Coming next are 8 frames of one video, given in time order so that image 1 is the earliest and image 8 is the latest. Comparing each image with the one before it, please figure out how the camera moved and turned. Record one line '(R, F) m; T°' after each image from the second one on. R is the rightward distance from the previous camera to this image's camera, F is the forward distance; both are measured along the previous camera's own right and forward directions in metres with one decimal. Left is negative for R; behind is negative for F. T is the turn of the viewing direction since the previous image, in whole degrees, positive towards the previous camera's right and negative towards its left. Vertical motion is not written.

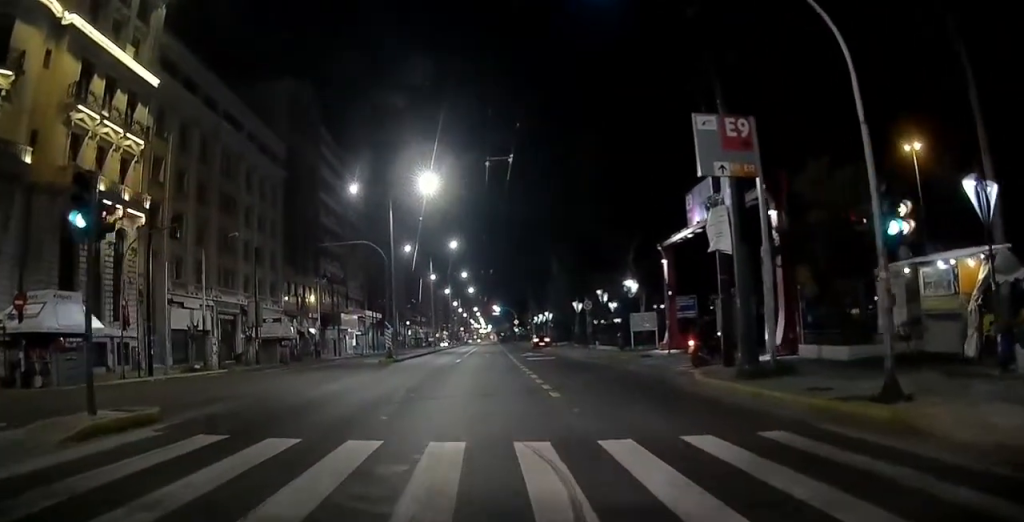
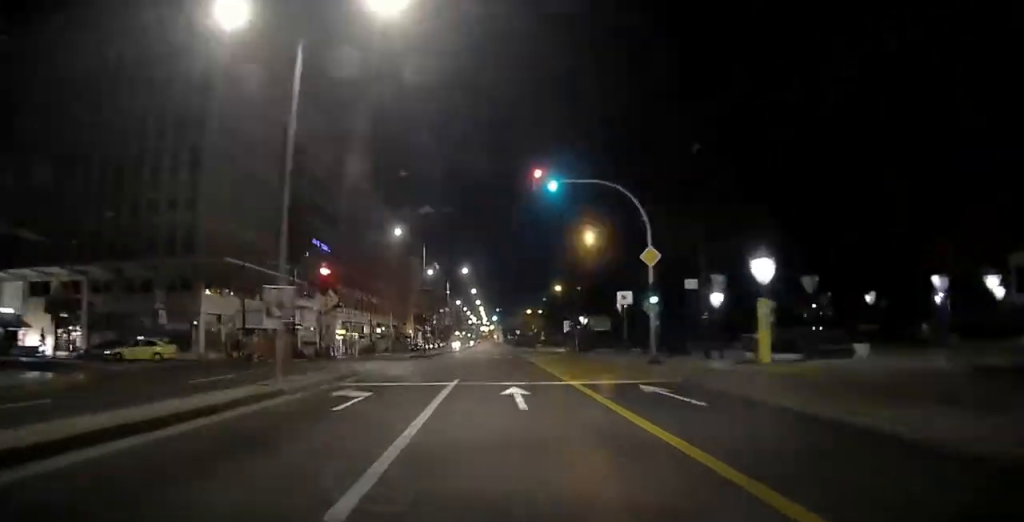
(-4.1, +124.5) m; -2°
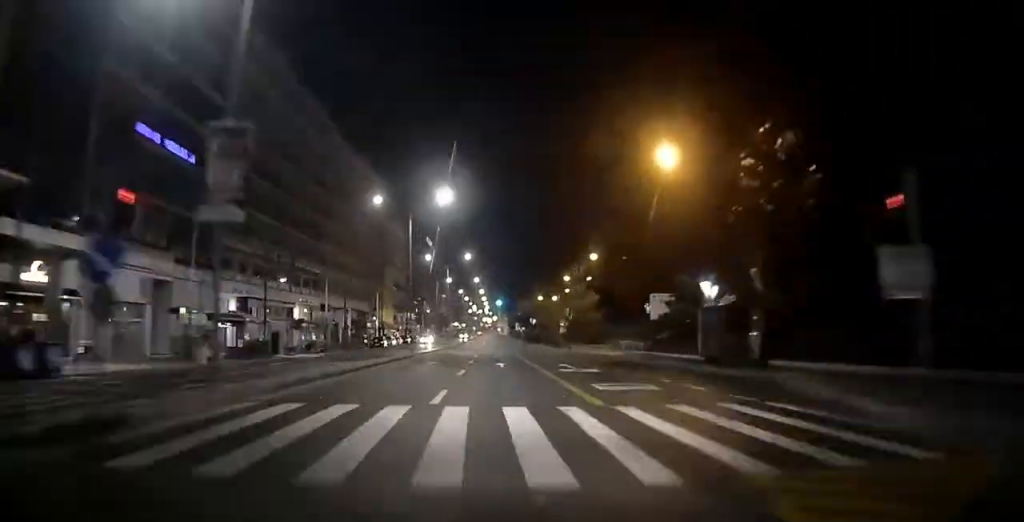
(+0.1, +41.8) m; 0°
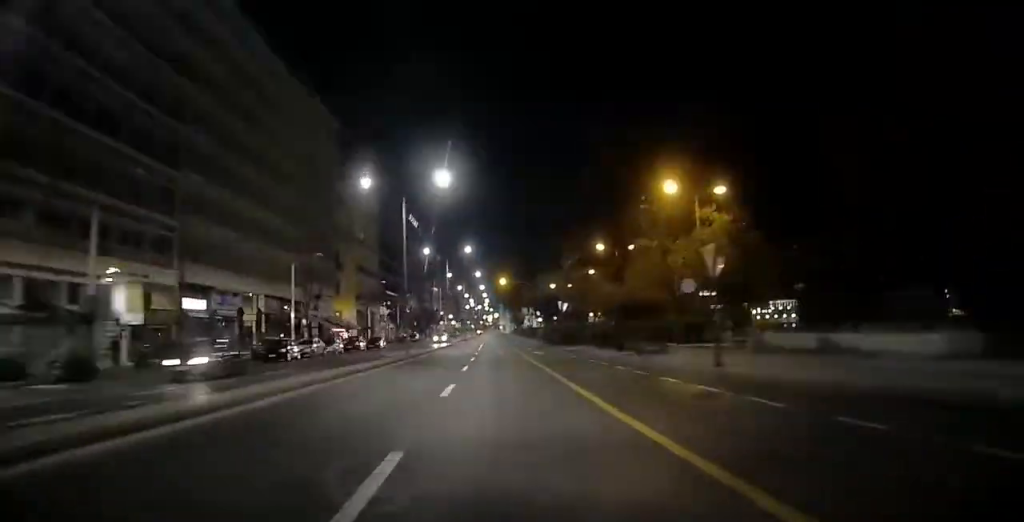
(0.0, +37.6) m; 0°
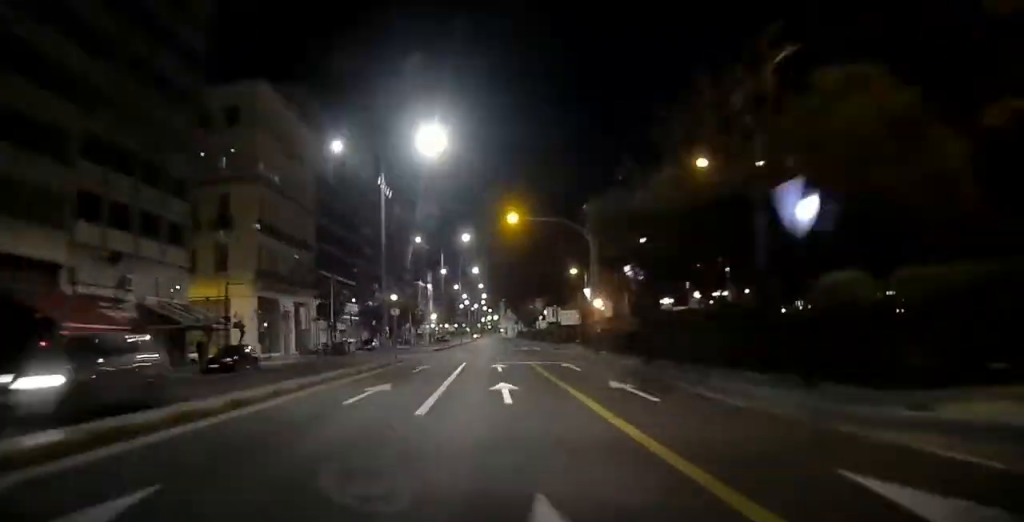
(0.0, +38.9) m; 0°
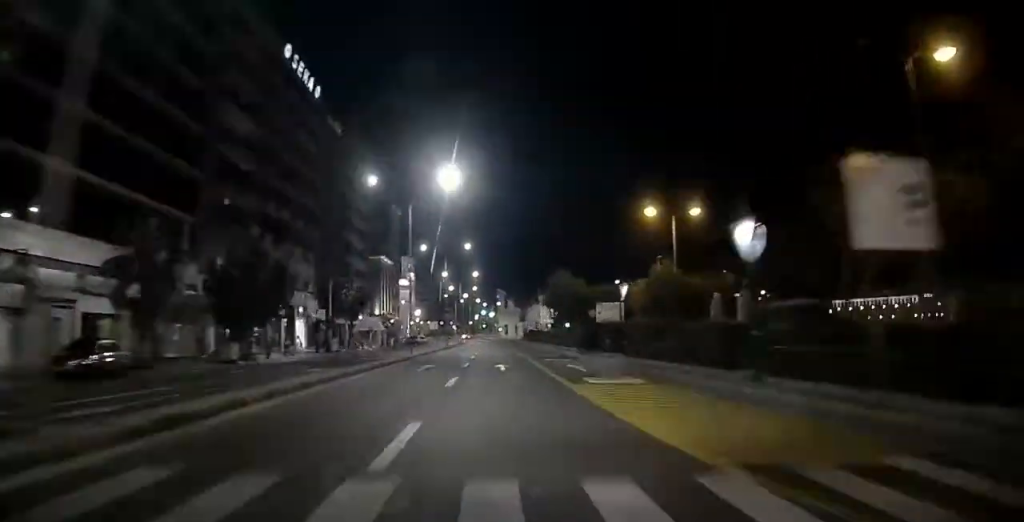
(+0.3, +49.2) m; 0°
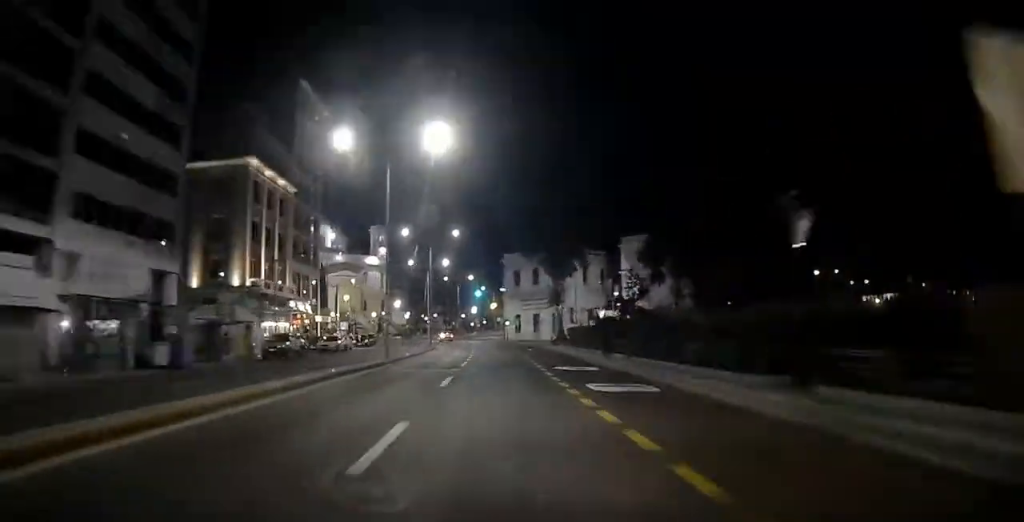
(-0.3, +60.3) m; +2°
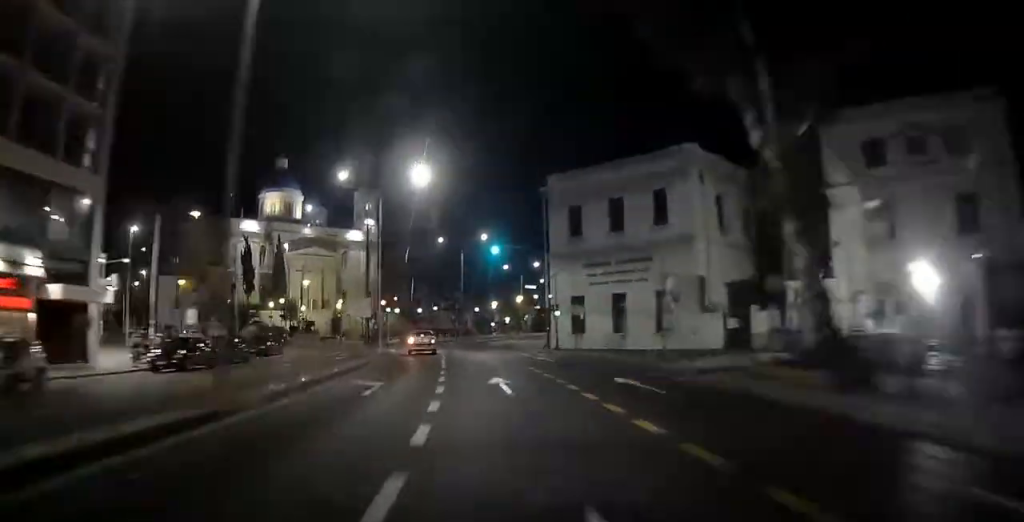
(-1.8, +45.7) m; +2°
